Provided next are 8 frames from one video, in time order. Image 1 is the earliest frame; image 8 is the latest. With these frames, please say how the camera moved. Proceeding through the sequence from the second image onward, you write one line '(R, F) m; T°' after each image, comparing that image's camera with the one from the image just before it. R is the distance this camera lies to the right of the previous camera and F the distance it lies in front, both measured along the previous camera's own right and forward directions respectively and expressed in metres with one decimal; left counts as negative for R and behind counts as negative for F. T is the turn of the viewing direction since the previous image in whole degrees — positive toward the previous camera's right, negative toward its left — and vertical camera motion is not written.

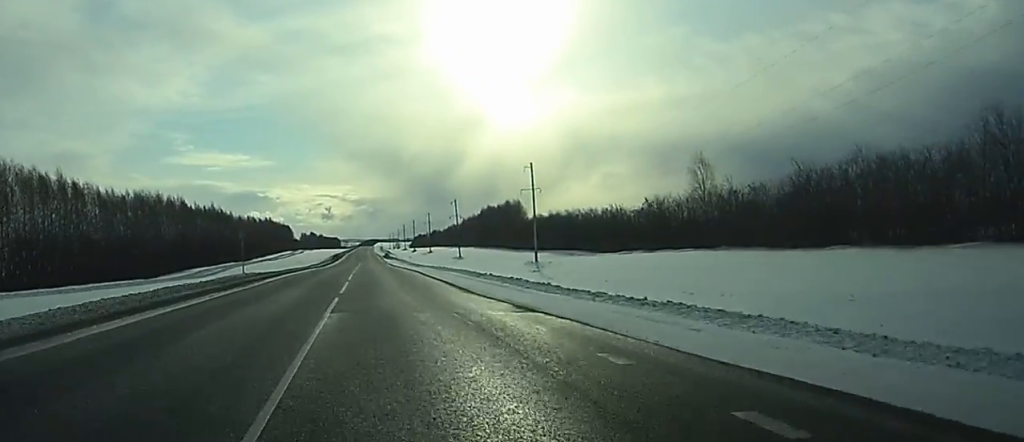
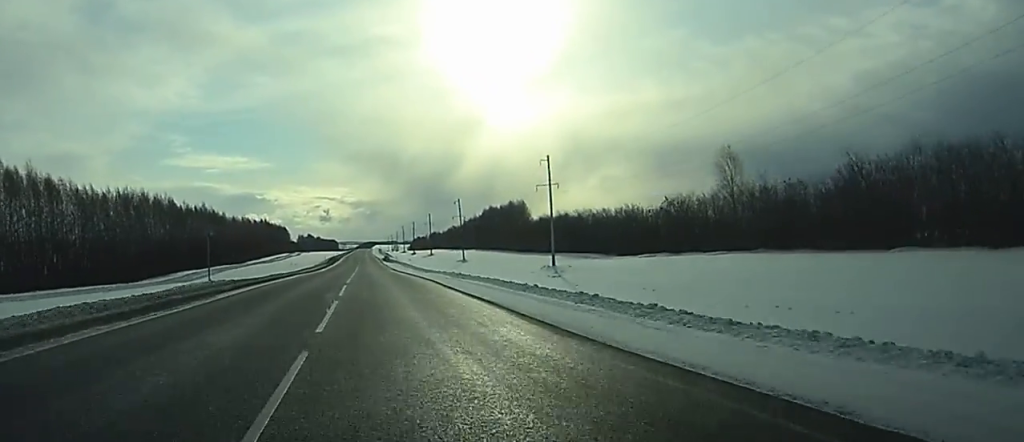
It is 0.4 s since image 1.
(0.0, +12.2) m; 0°
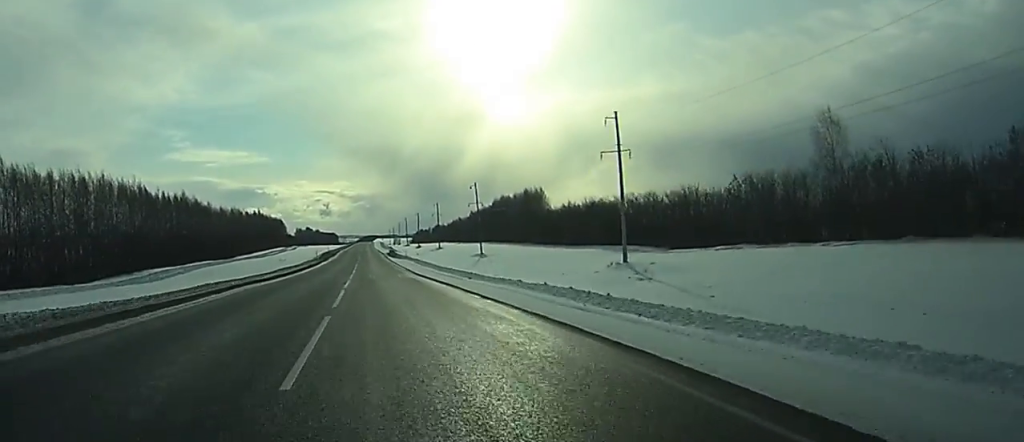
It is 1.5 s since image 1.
(+0.2, +29.9) m; 0°
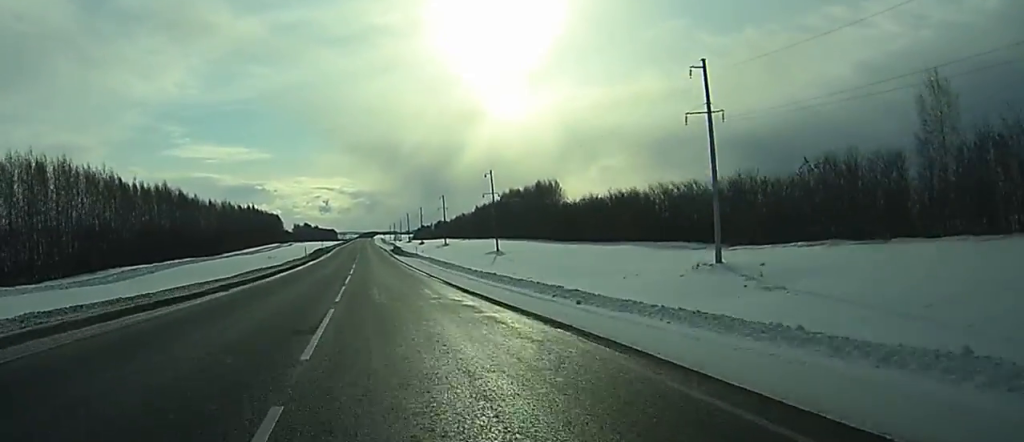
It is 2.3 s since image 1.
(0.0, +21.5) m; 0°
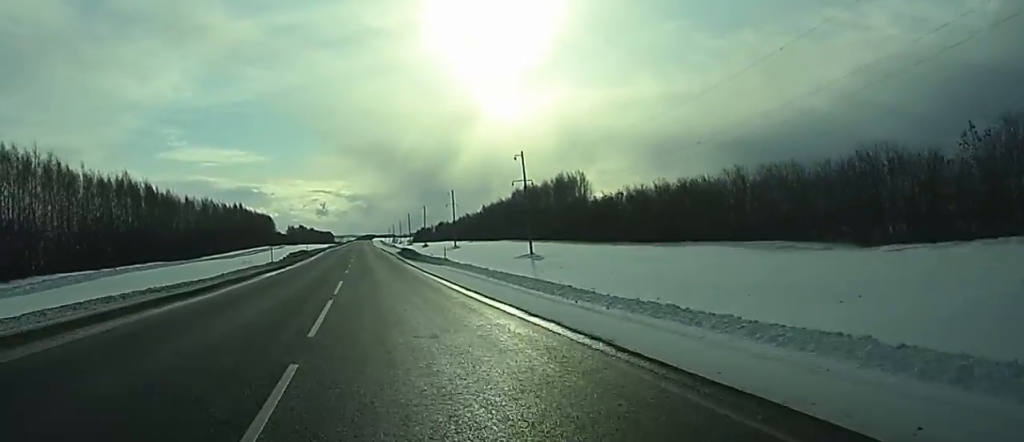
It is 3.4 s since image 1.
(0.0, +32.7) m; 0°
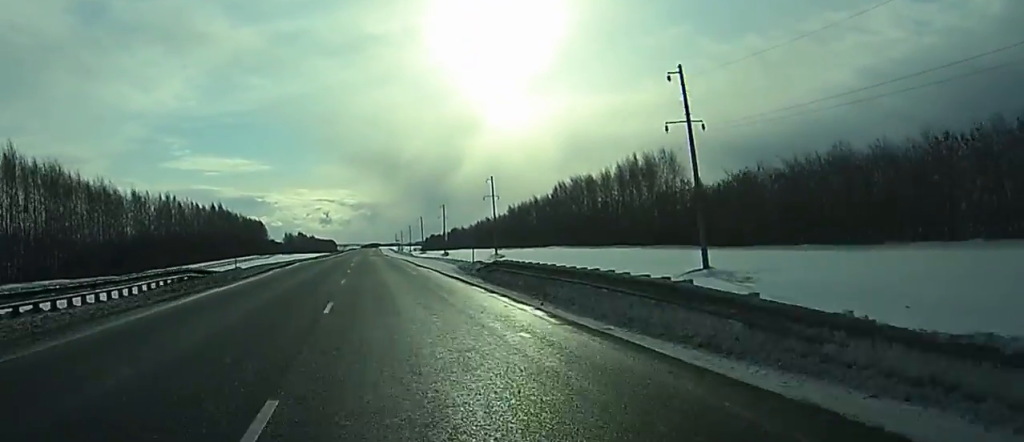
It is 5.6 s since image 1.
(+0.4, +60.8) m; 0°
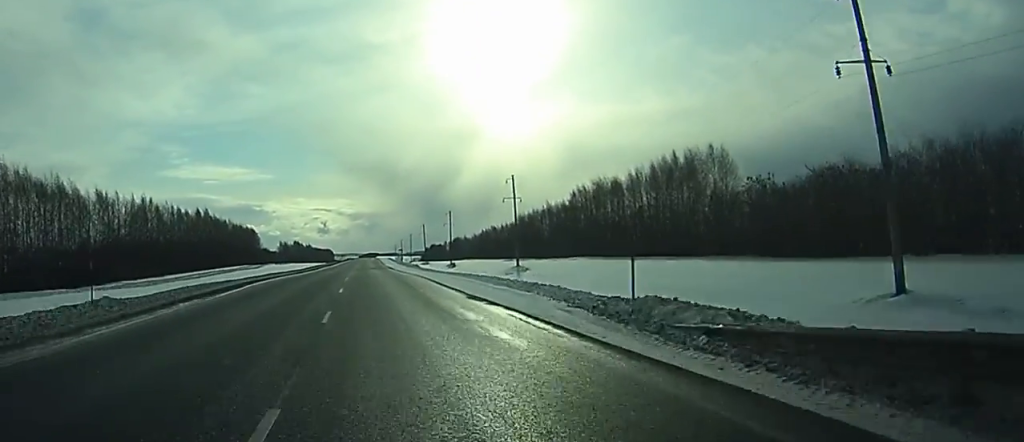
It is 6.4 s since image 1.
(-0.1, +23.5) m; 0°
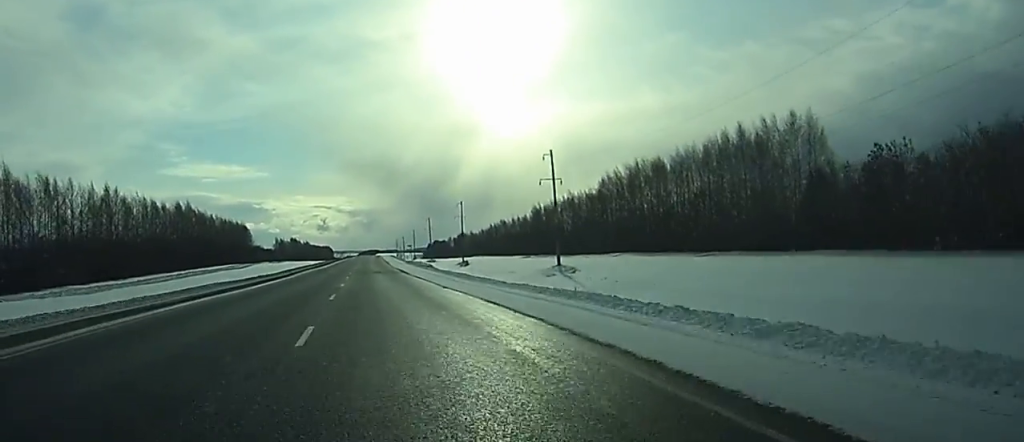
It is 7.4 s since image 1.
(-0.1, +28.2) m; 0°
